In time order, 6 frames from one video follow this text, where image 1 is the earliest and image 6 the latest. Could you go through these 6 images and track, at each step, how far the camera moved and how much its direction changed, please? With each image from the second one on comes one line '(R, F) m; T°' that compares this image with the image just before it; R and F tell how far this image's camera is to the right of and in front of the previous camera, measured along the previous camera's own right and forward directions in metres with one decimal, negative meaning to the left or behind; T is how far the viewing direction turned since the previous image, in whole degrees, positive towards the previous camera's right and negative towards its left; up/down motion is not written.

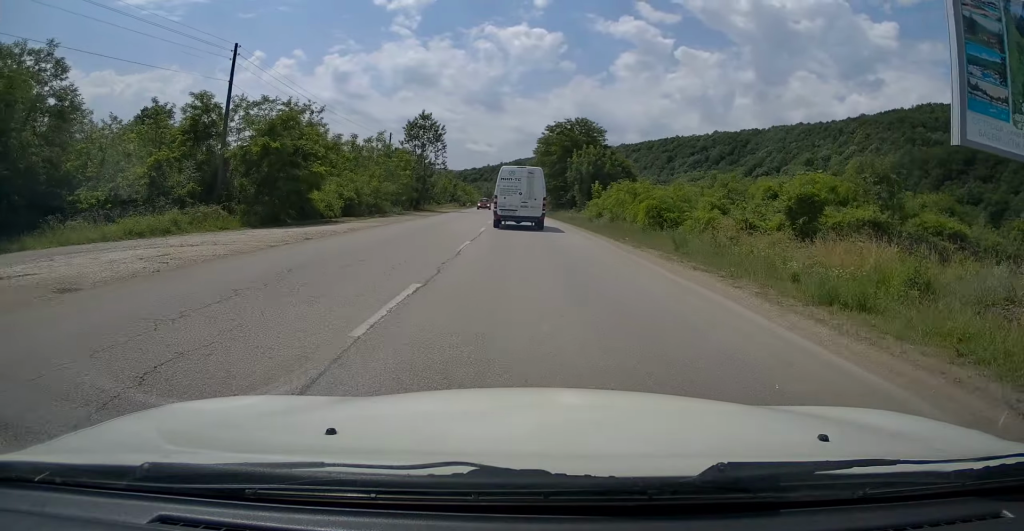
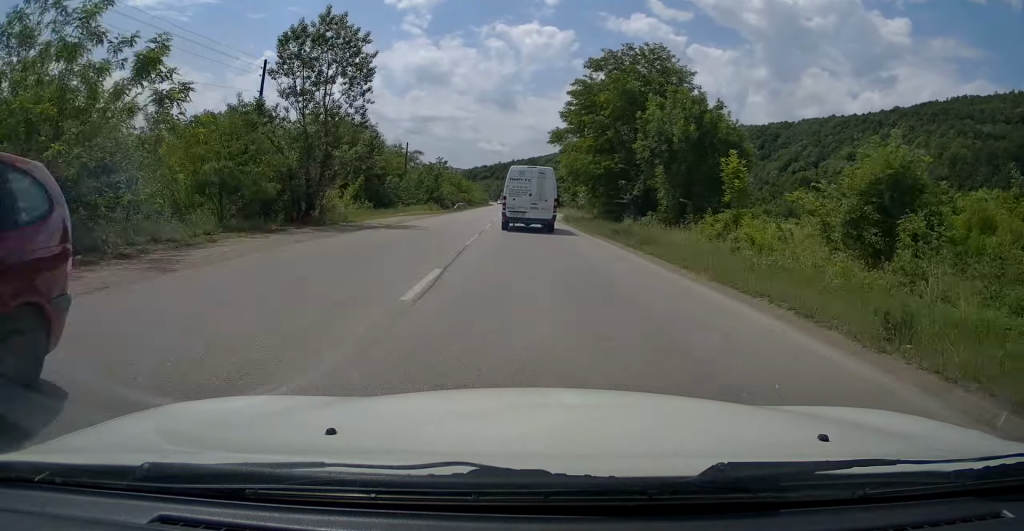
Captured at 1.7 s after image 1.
(-0.7, +35.1) m; -2°
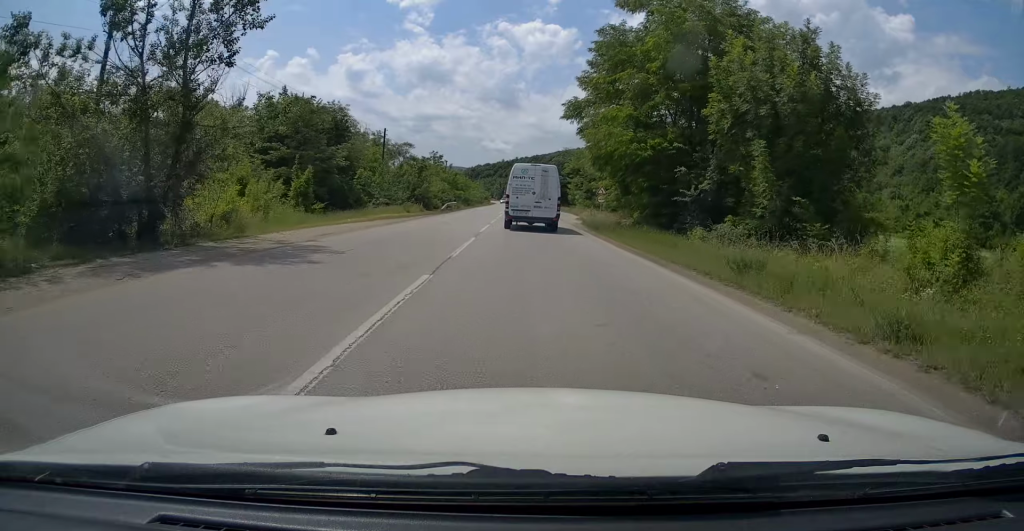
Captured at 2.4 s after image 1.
(0.0, +12.6) m; 0°
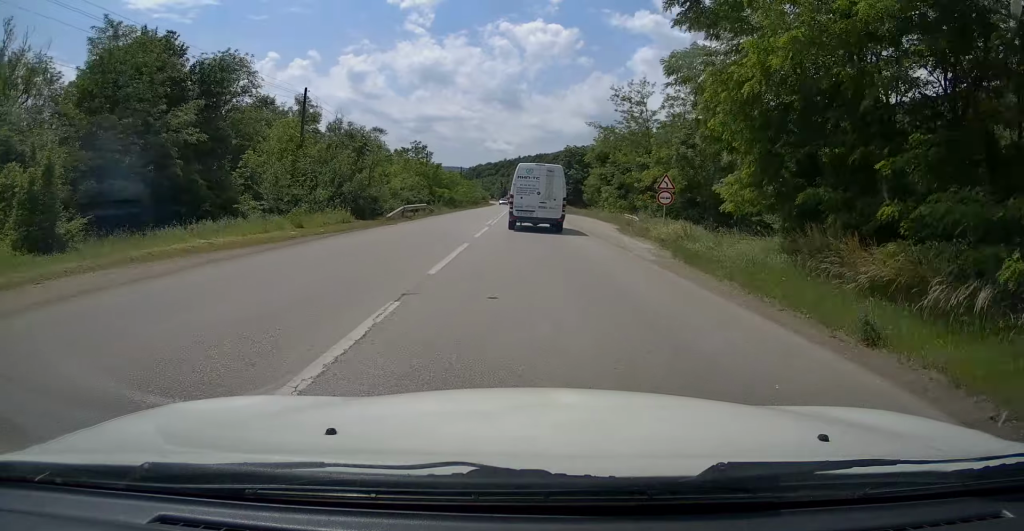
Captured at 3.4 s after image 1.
(0.0, +21.1) m; 0°
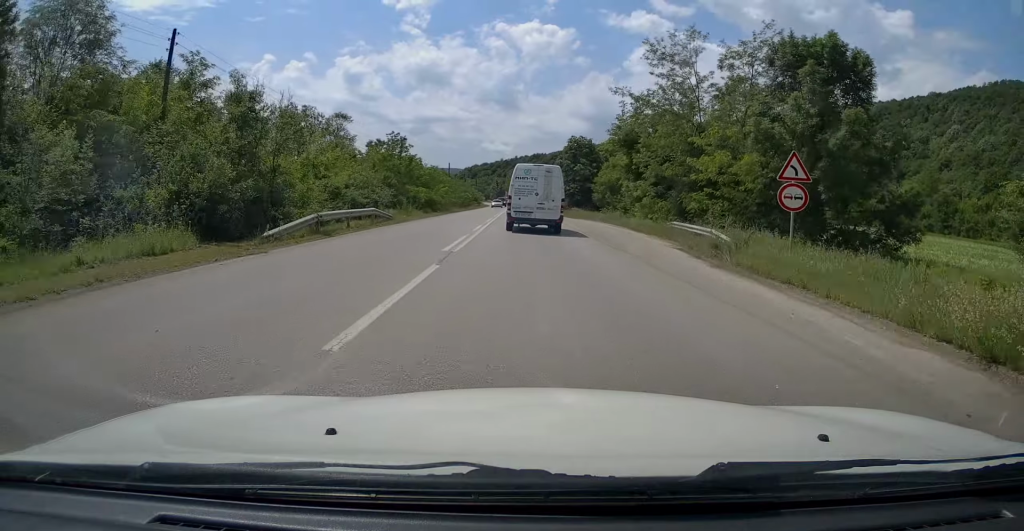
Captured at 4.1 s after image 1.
(0.0, +13.7) m; 0°
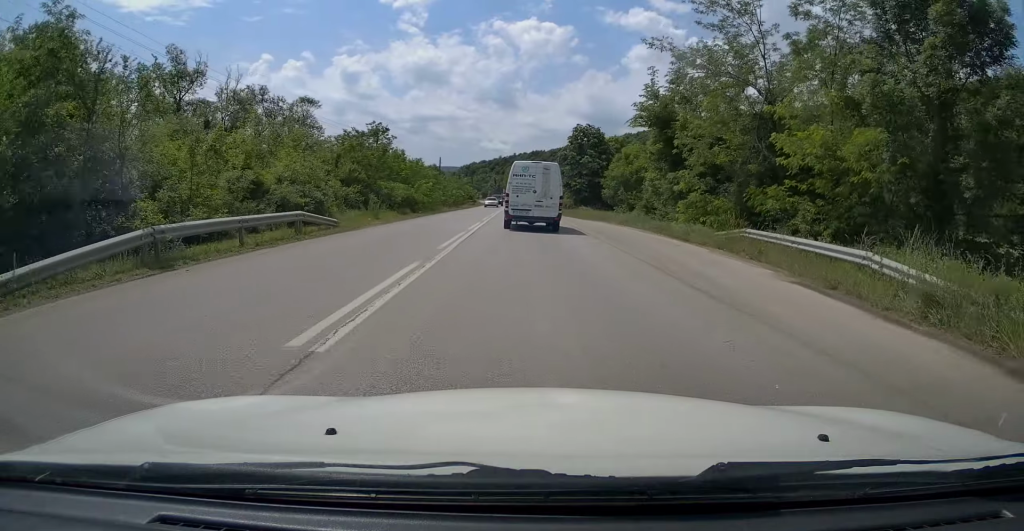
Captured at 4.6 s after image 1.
(0.0, +9.1) m; 0°
